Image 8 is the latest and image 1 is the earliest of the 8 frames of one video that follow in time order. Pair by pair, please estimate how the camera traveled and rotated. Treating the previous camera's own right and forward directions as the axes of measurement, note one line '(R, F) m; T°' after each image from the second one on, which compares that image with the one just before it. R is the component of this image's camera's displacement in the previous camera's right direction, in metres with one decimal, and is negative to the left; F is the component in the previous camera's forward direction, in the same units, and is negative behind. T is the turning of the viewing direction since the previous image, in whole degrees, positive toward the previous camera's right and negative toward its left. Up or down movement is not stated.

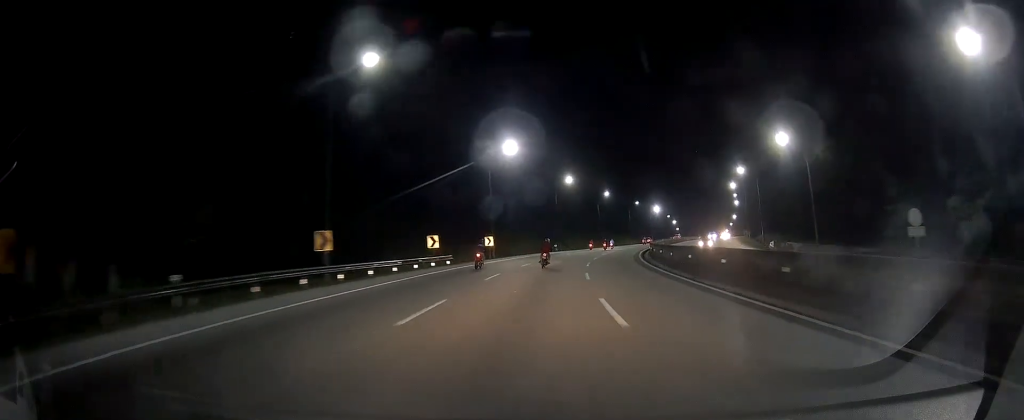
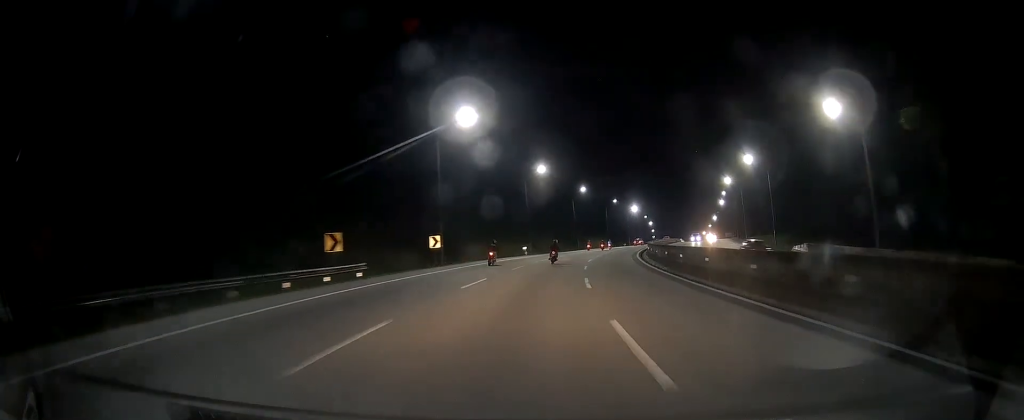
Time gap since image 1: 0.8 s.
(+0.4, +16.2) m; +3°
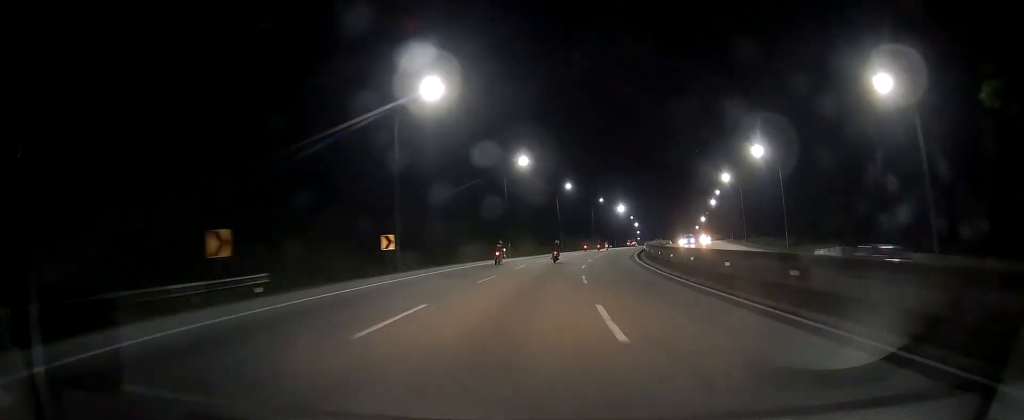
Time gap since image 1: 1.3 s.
(-0.2, +9.4) m; +2°
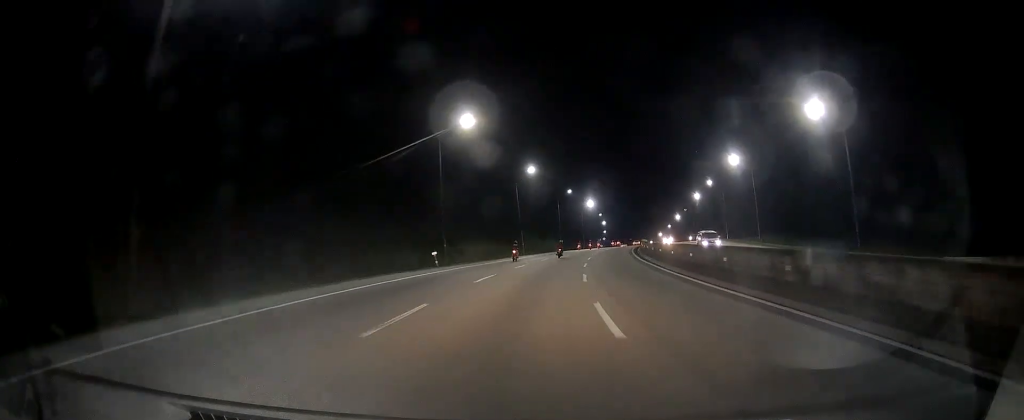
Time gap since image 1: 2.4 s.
(+1.3, +23.1) m; +4°
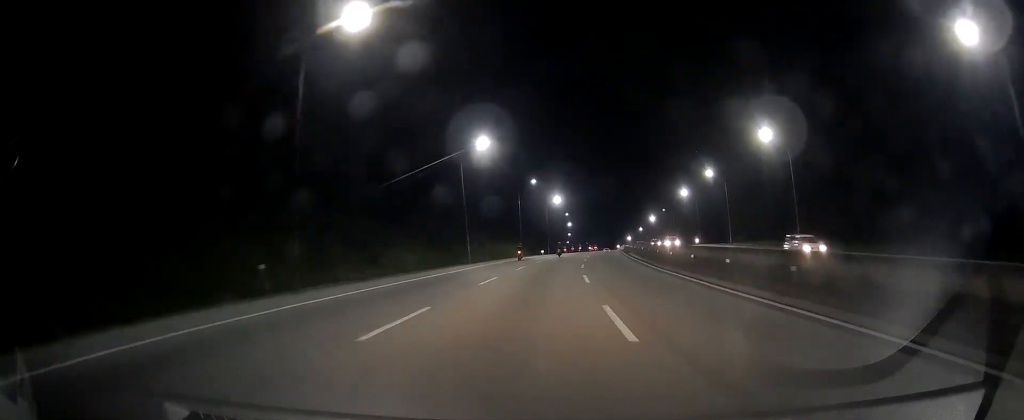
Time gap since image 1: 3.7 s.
(+0.6, +24.1) m; +4°
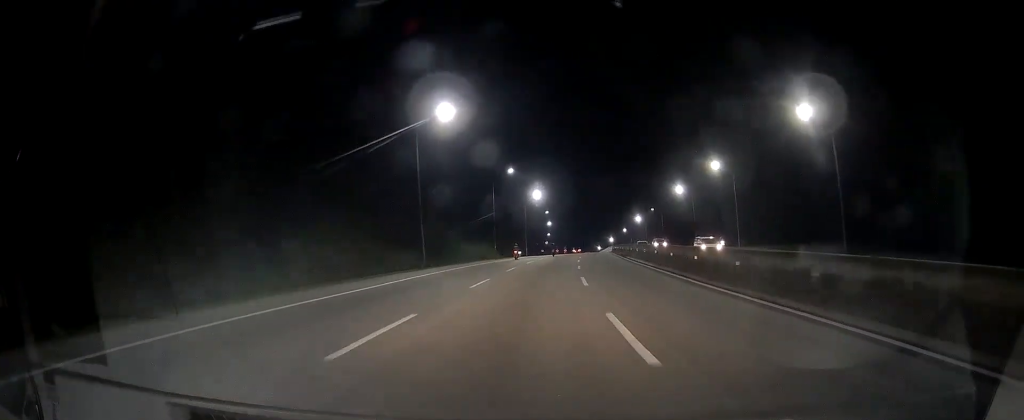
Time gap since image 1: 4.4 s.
(+0.2, +13.6) m; +3°
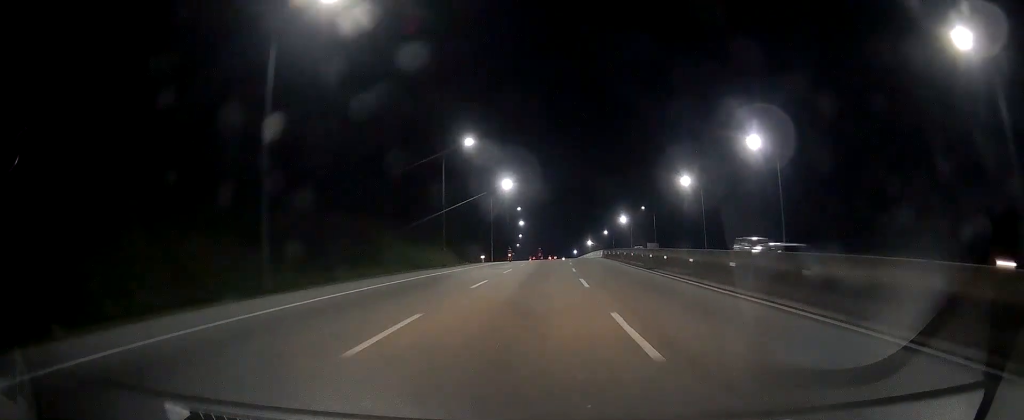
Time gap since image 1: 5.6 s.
(+1.1, +23.9) m; +4°
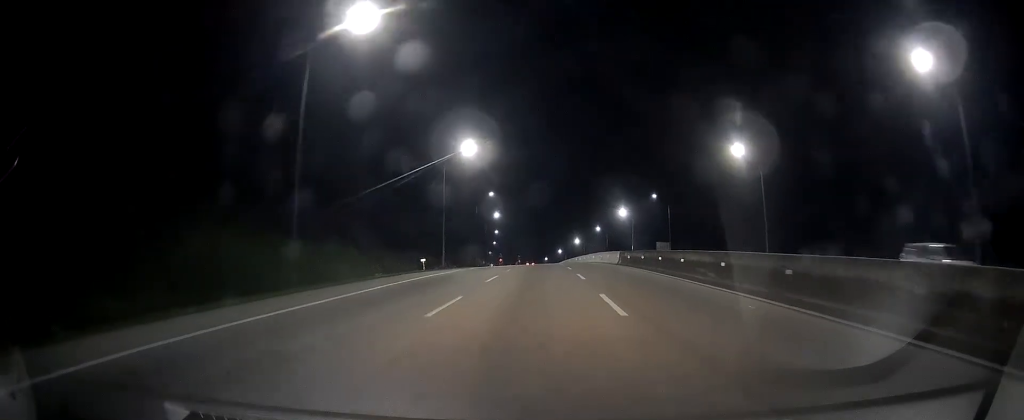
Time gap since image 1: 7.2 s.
(+0.6, +31.7) m; +3°
